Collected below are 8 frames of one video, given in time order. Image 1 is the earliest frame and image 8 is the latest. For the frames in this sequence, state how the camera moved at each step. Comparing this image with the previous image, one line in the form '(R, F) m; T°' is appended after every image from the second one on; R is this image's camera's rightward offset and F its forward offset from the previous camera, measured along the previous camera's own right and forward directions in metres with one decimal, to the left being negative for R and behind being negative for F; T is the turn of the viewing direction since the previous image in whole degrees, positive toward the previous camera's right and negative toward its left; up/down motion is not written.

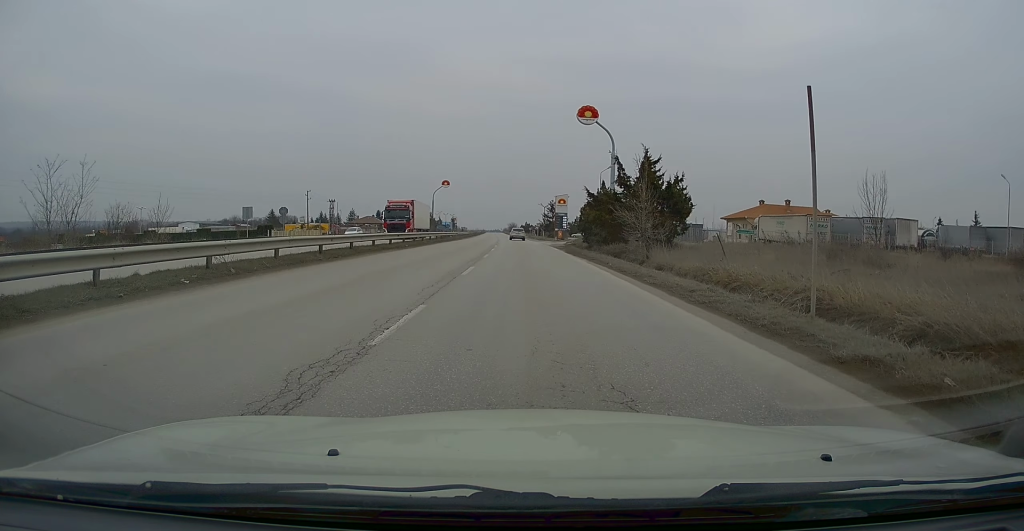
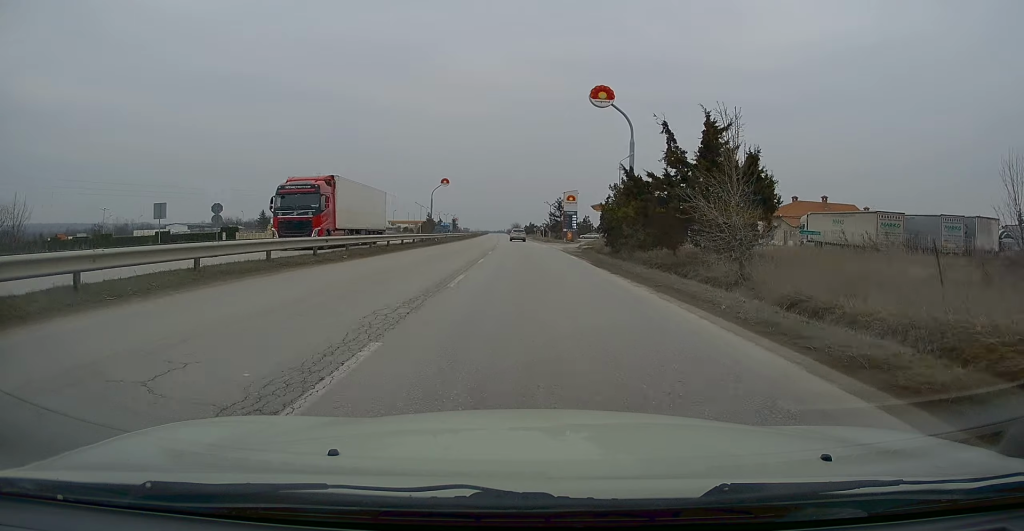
(-0.3, +12.0) m; 0°
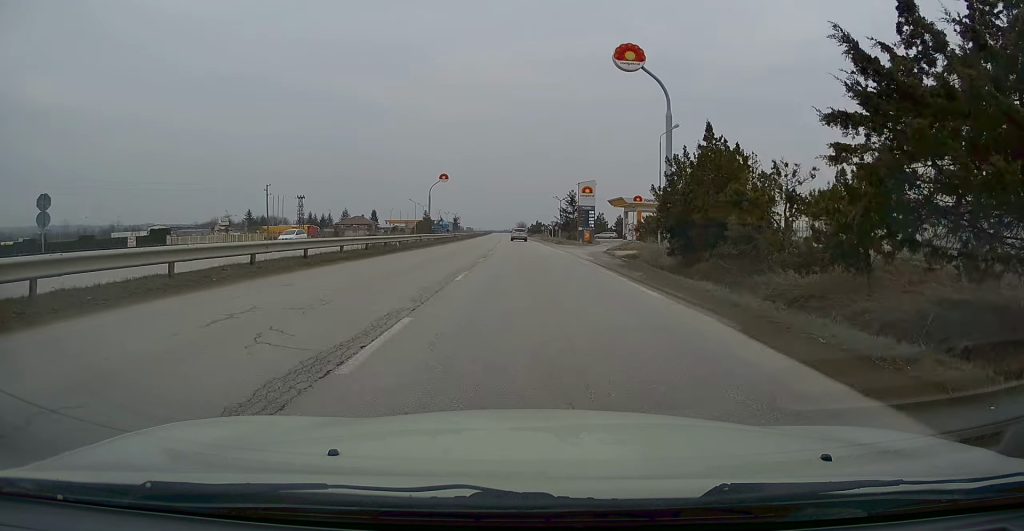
(+0.3, +16.3) m; 0°
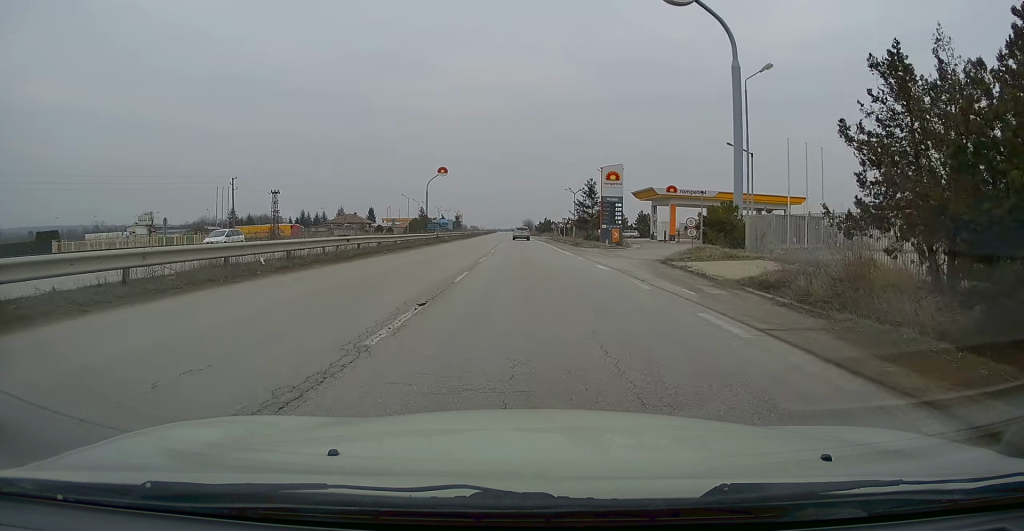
(-0.3, +16.9) m; -1°
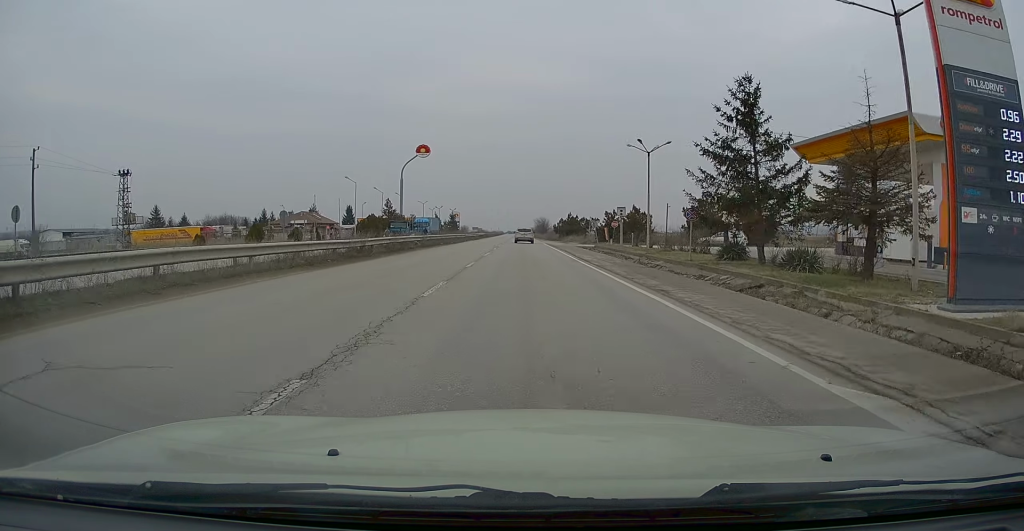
(-0.1, +47.9) m; -1°
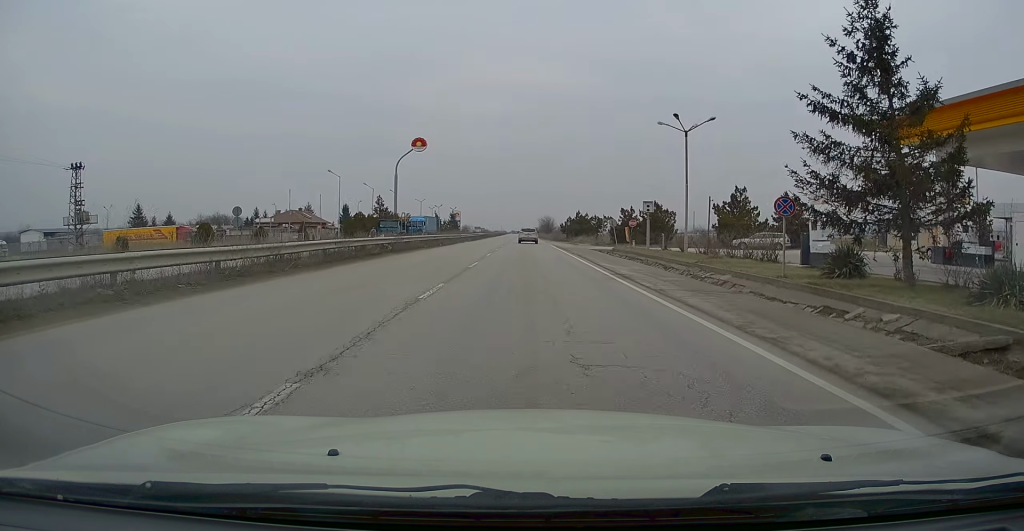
(+0.1, +9.0) m; -1°
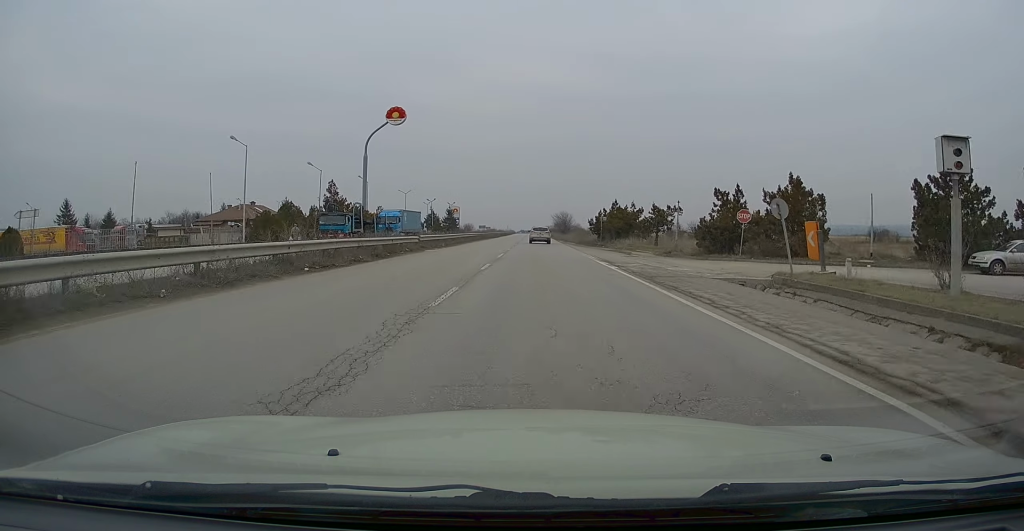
(-0.2, +28.0) m; 0°
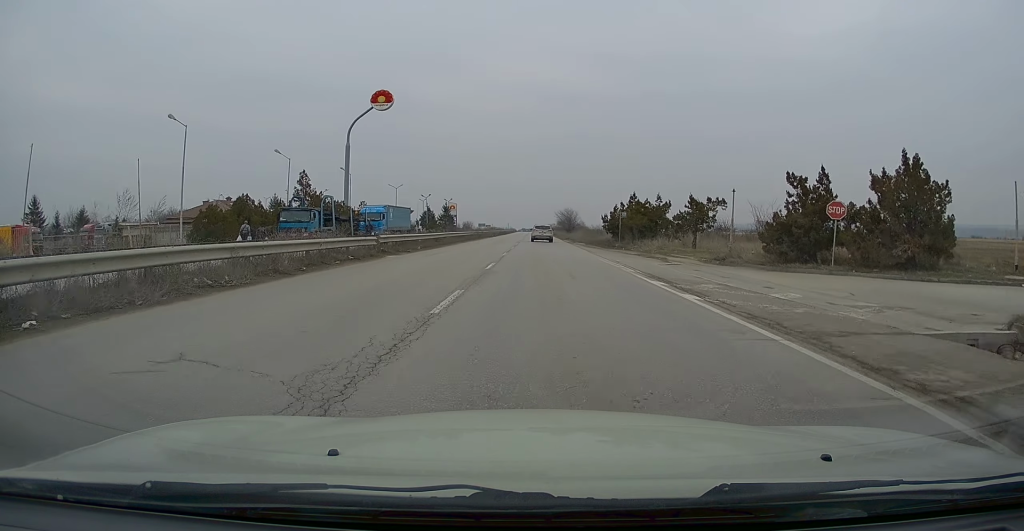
(+0.1, +9.6) m; 0°
